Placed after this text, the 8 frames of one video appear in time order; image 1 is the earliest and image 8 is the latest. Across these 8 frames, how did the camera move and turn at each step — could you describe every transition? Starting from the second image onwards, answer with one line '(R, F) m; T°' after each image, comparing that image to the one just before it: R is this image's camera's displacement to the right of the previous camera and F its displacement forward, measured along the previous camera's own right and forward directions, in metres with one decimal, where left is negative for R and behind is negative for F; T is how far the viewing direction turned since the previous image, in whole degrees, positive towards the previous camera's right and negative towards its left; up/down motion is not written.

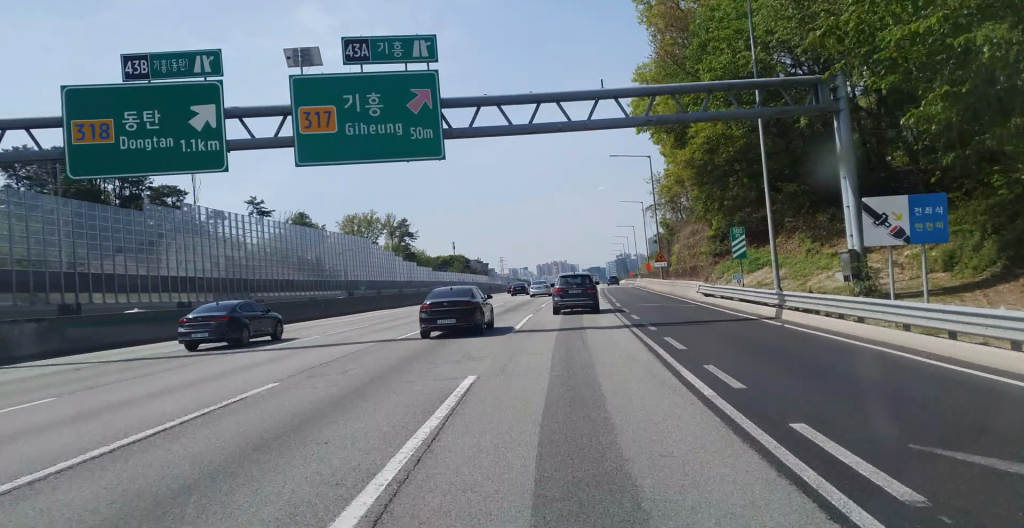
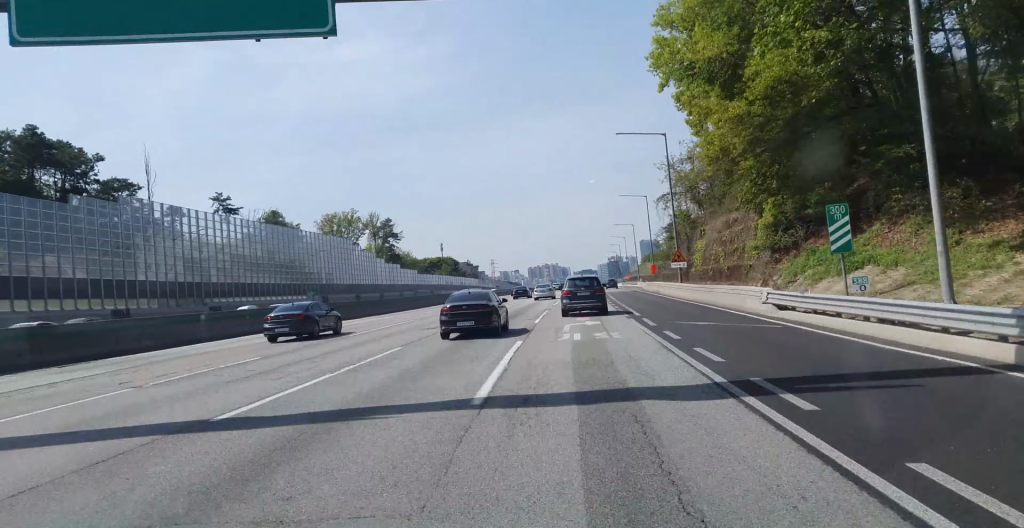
(0.0, +14.4) m; 0°
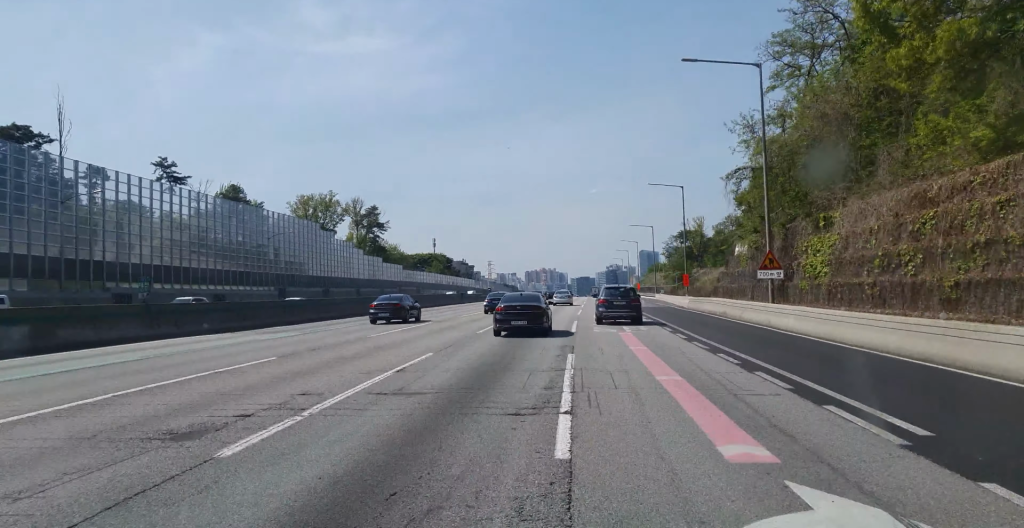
(+0.2, +24.0) m; +1°
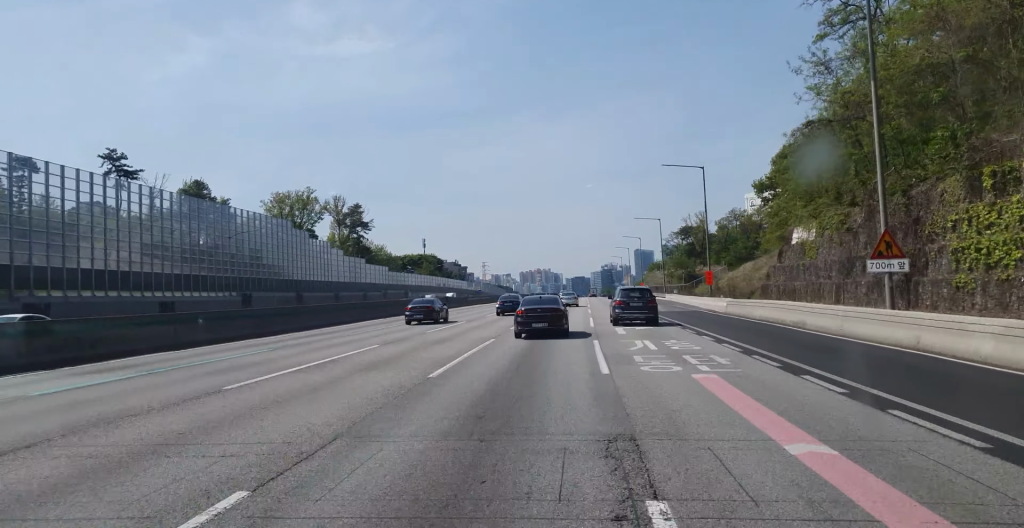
(+0.2, +13.5) m; 0°
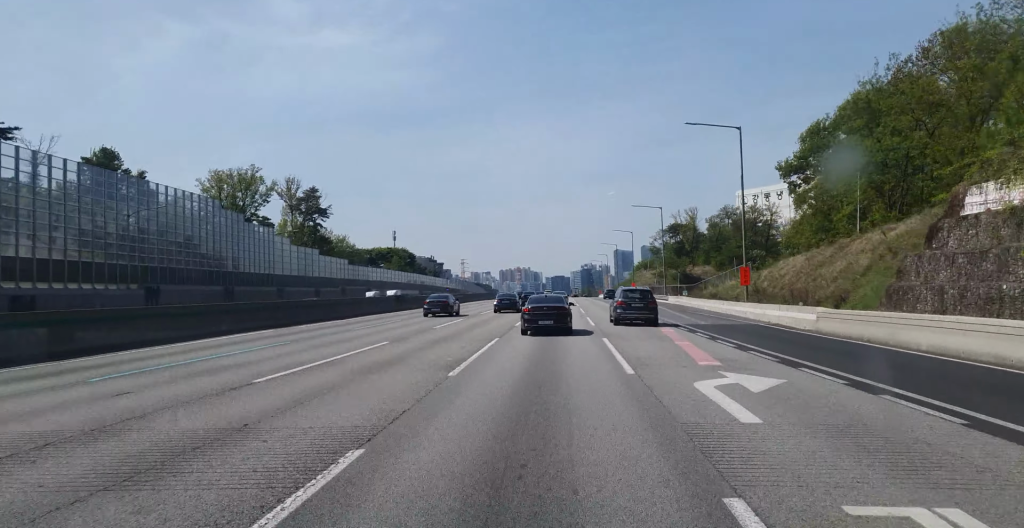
(-0.3, +19.9) m; +1°
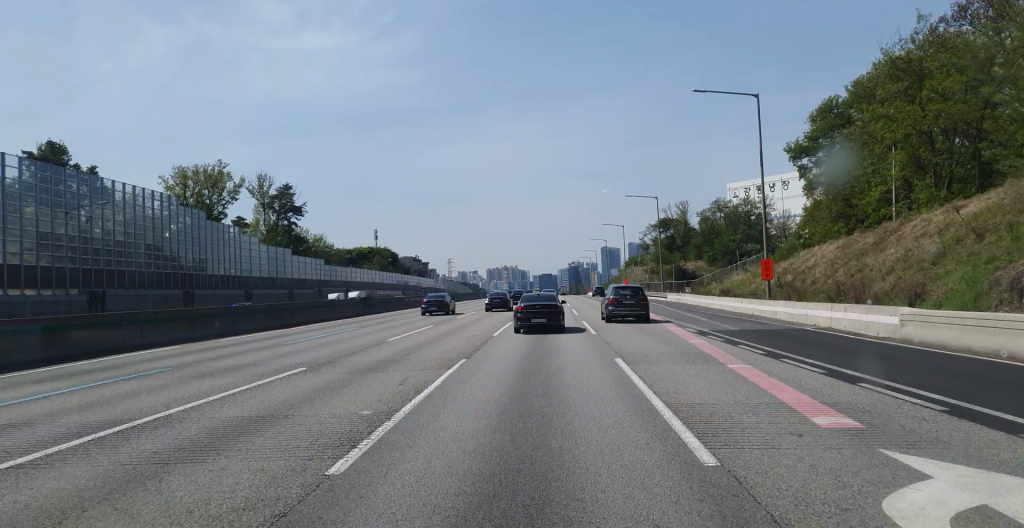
(+0.3, +8.4) m; +1°
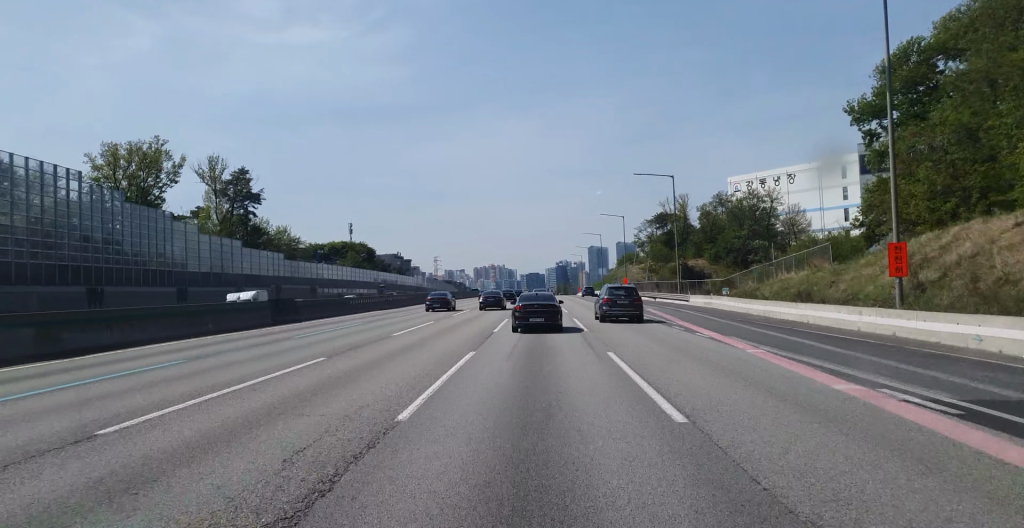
(+0.4, +18.3) m; +2°
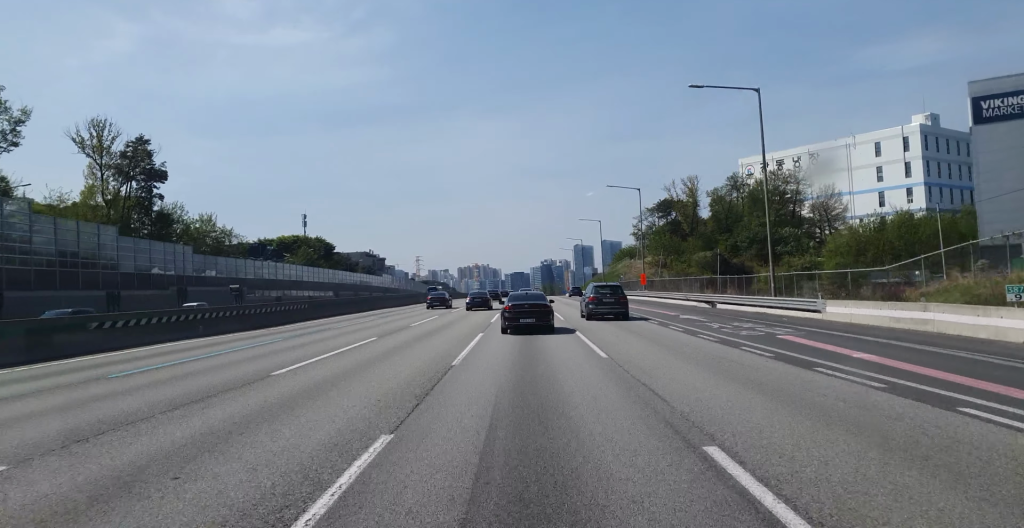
(-0.2, +33.4) m; 0°
